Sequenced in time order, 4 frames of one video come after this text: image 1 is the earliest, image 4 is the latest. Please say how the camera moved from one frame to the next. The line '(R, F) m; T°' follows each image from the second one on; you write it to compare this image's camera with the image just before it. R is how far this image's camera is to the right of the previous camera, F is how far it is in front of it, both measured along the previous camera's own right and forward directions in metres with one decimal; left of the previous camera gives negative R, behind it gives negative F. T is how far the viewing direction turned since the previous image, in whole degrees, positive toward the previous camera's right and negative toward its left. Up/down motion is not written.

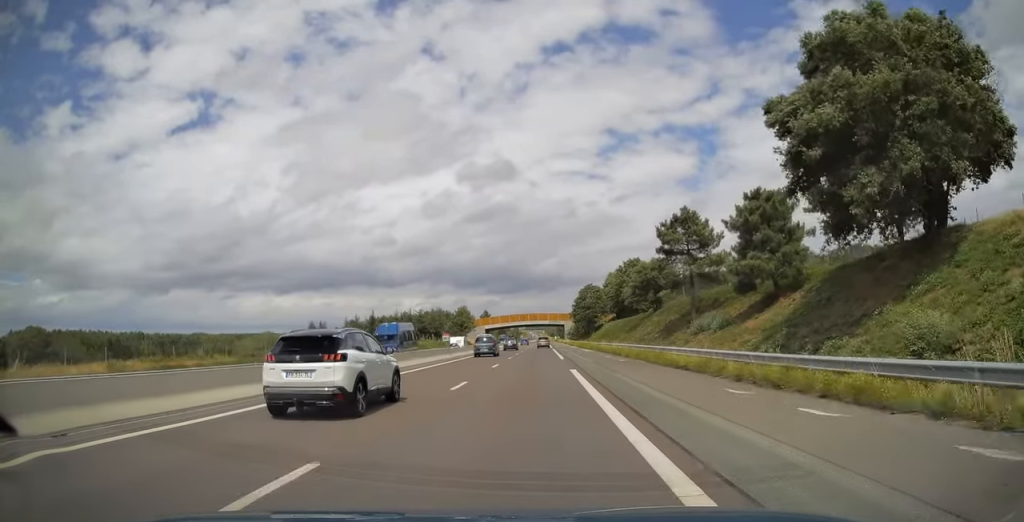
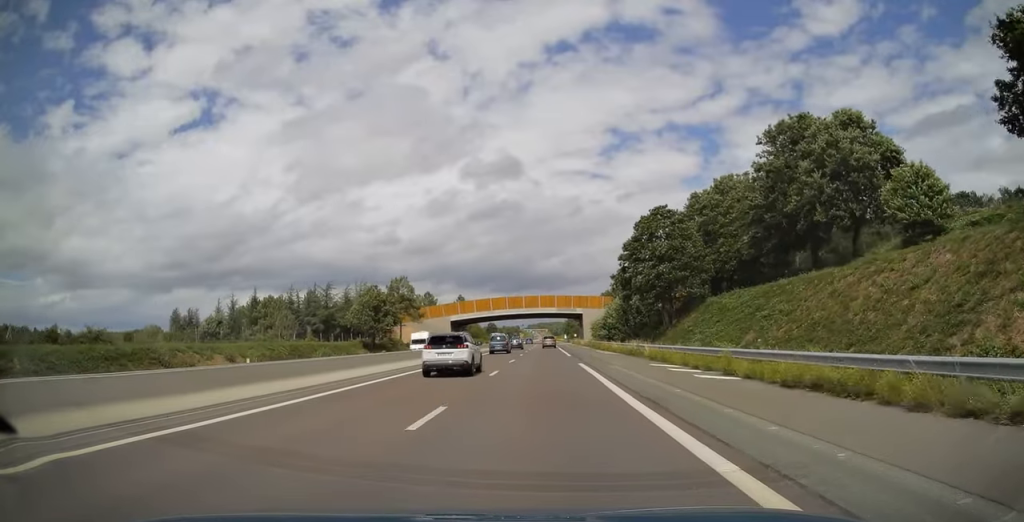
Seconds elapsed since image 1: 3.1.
(-0.4, +99.3) m; -1°
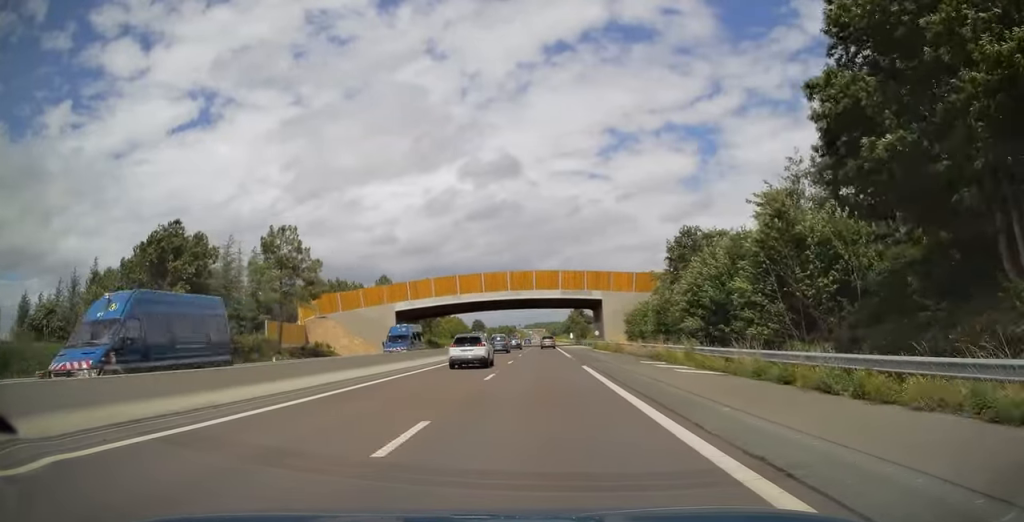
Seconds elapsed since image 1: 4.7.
(-0.1, +54.6) m; 0°
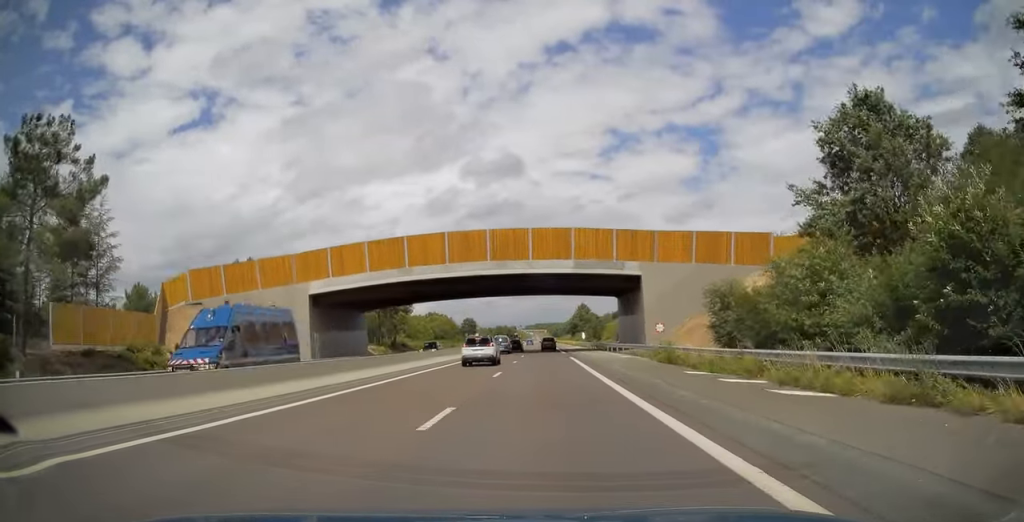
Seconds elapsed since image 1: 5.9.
(+0.1, +37.0) m; 0°
